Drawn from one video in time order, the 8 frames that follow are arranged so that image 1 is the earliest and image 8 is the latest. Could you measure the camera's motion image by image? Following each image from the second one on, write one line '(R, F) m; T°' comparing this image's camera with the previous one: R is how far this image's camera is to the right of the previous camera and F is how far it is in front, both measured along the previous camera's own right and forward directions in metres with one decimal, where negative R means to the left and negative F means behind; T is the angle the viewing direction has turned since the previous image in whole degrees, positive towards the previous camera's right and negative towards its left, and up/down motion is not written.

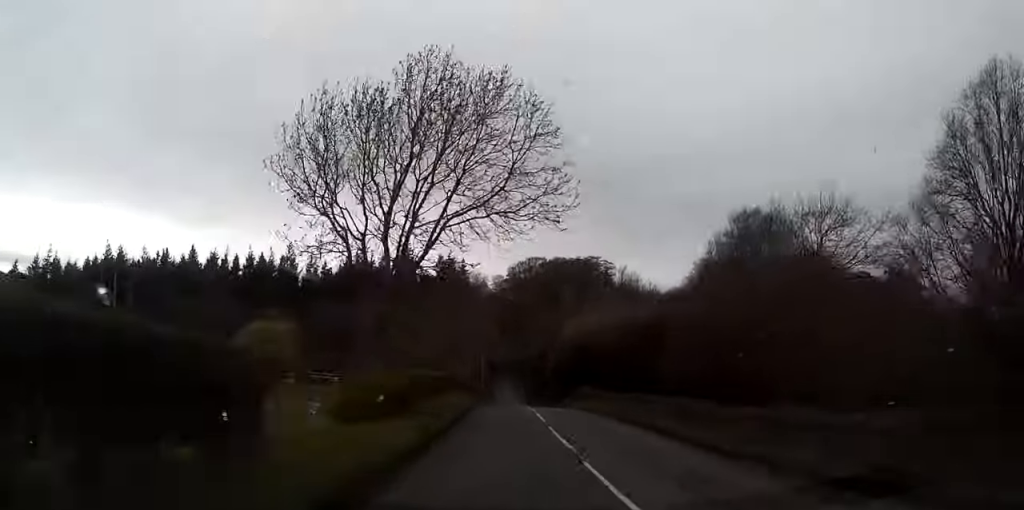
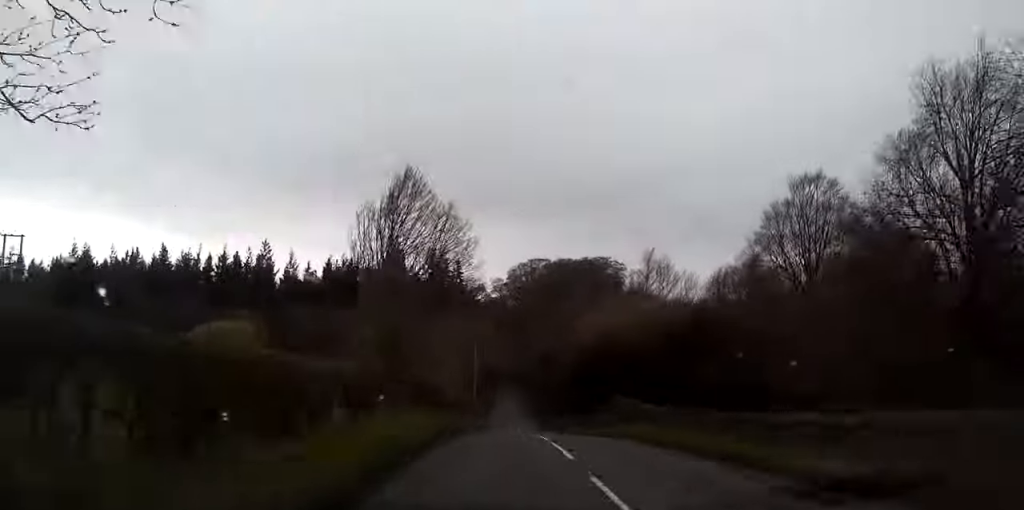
(0.0, +20.2) m; -1°
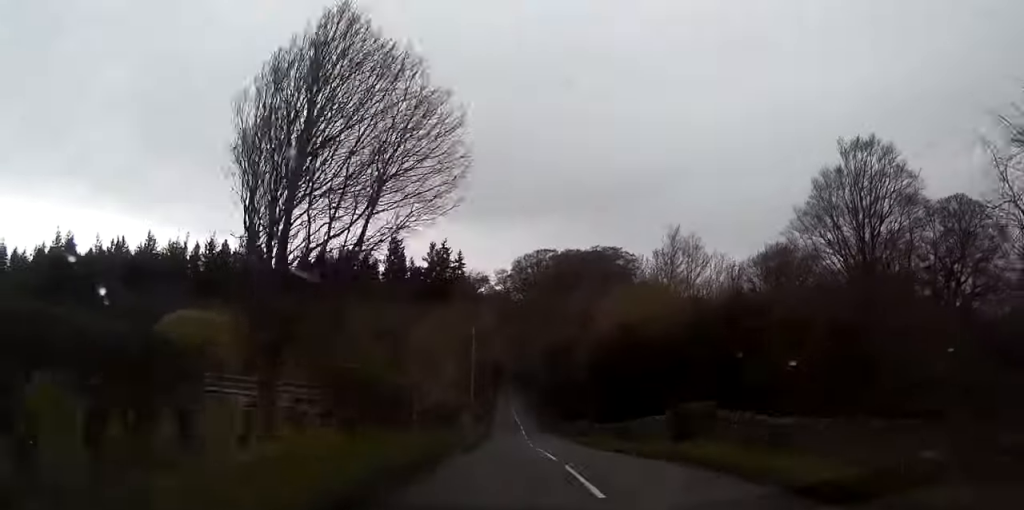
(0.0, +11.0) m; 0°
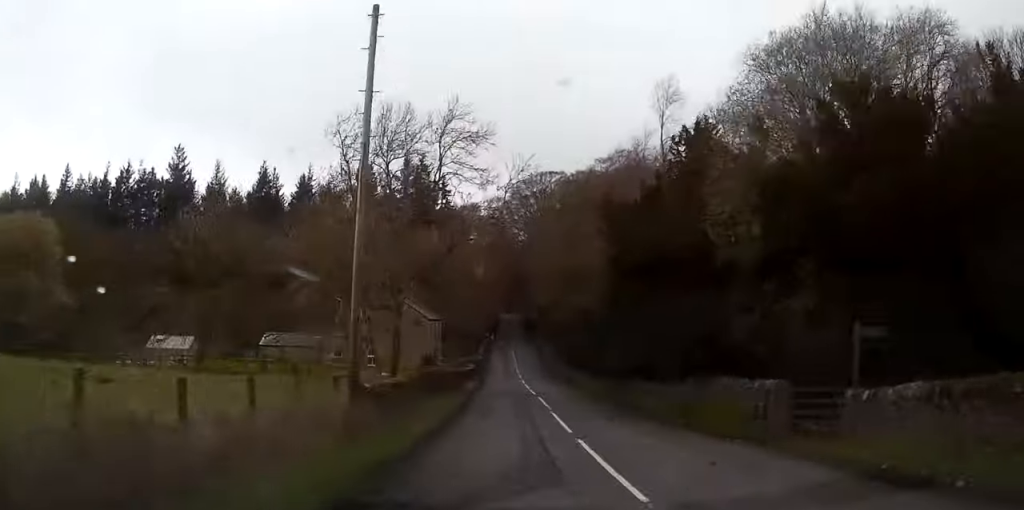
(-0.1, +38.5) m; 0°
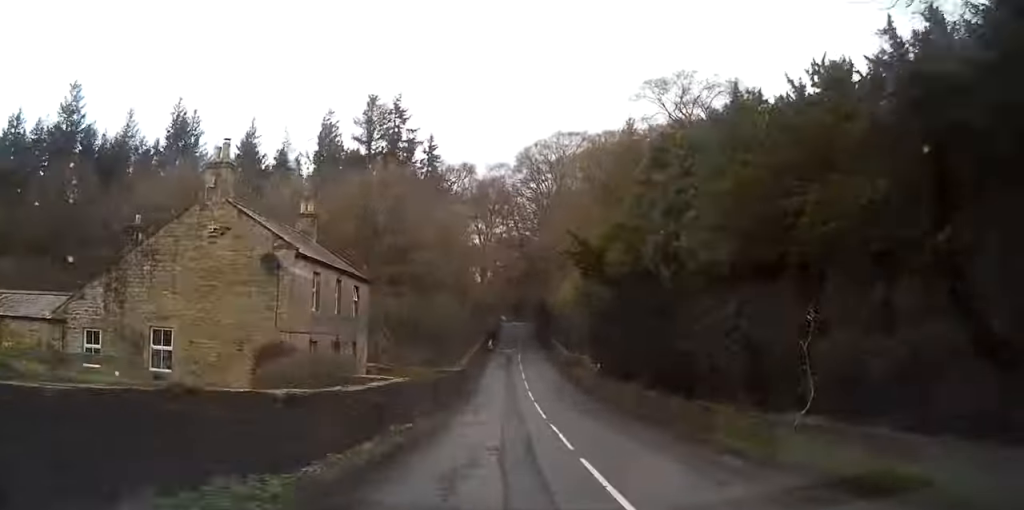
(+0.2, +37.1) m; 0°
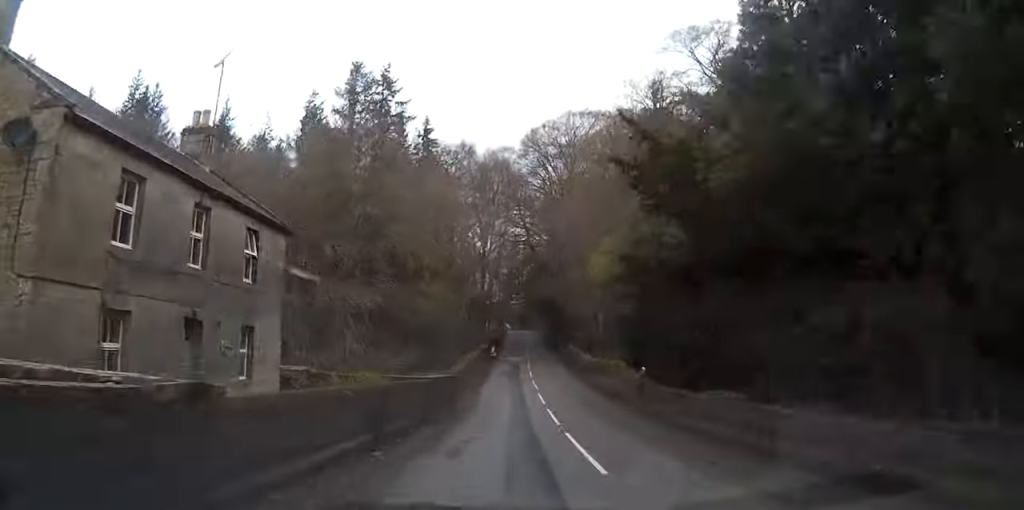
(0.0, +12.8) m; 0°
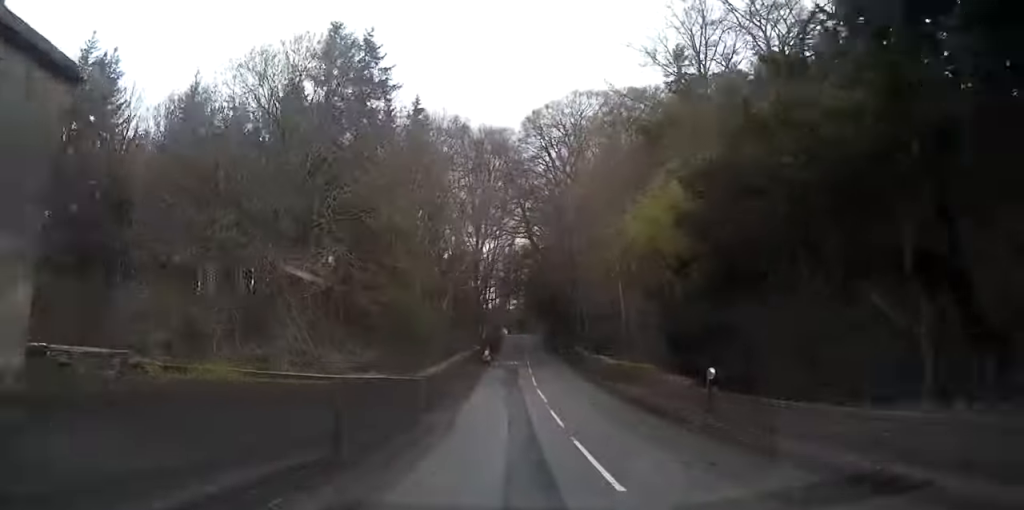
(+0.1, +11.1) m; 0°
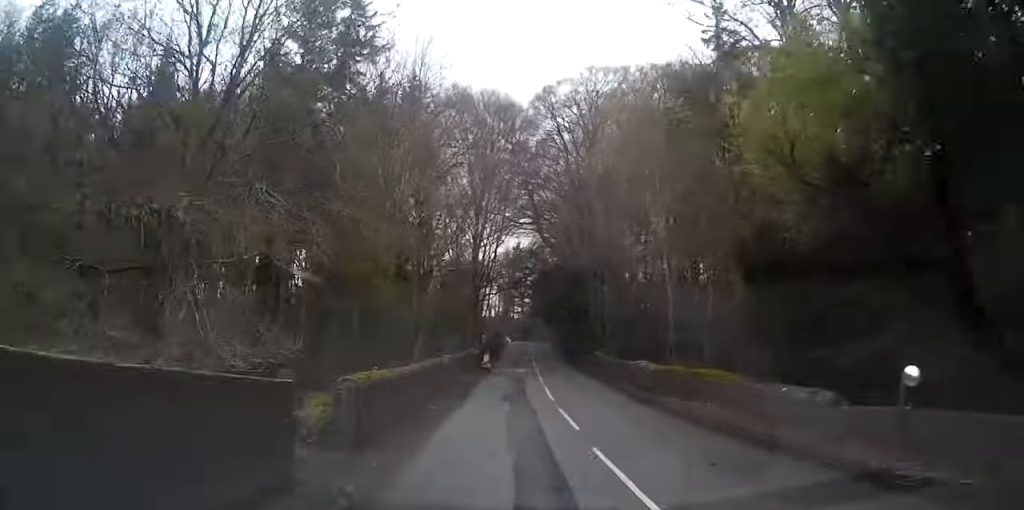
(0.0, +10.7) m; 0°
